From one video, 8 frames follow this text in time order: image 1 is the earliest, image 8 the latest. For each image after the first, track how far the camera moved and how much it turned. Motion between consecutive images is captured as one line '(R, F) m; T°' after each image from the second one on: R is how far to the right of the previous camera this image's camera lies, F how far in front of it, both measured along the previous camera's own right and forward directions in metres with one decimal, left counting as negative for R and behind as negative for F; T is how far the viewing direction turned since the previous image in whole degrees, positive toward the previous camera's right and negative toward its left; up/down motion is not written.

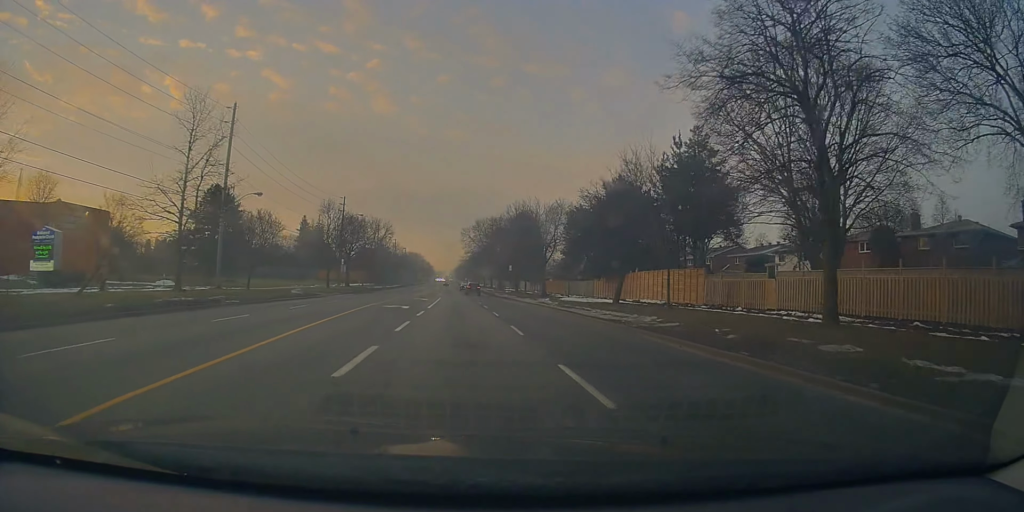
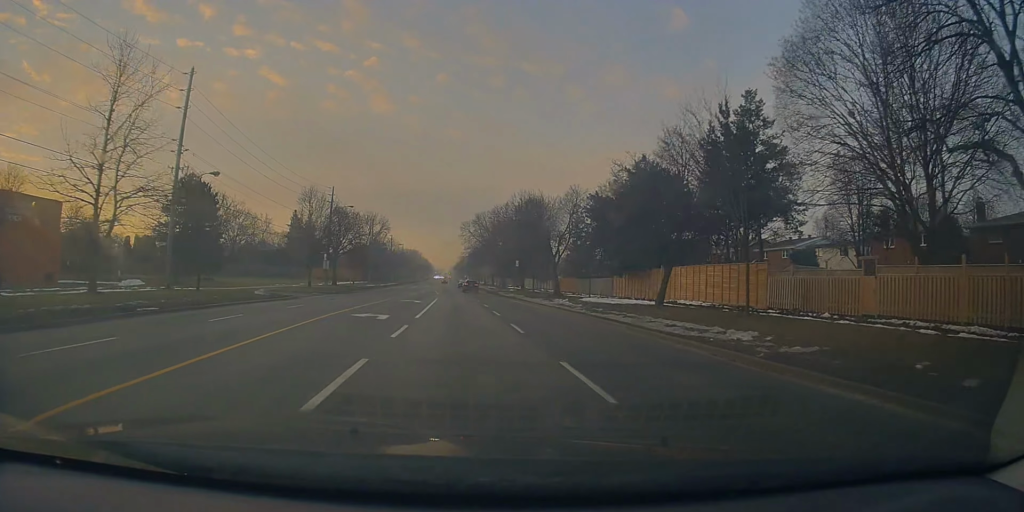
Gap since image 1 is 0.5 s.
(+0.2, +8.1) m; 0°
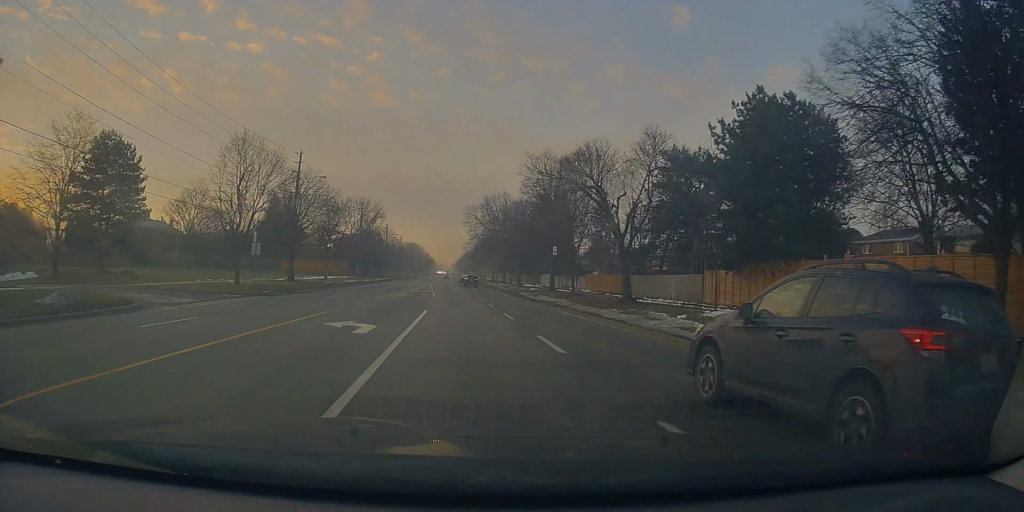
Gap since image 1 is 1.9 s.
(-0.3, +20.4) m; -1°
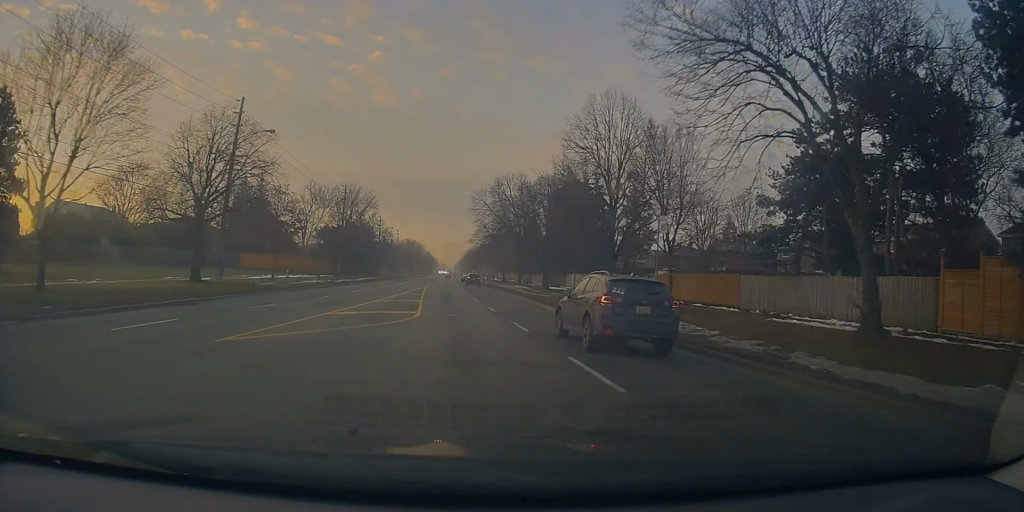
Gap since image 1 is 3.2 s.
(+0.1, +20.4) m; 0°
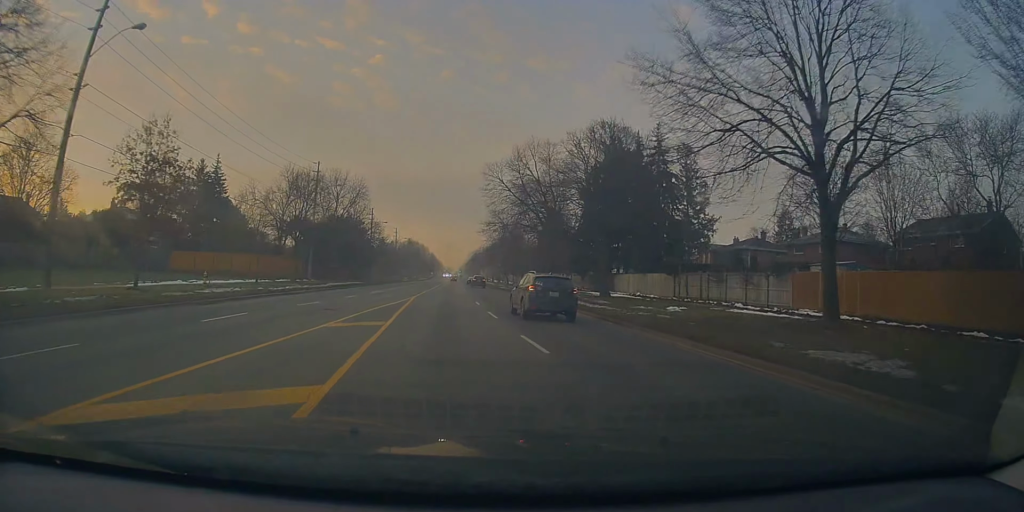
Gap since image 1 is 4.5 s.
(+0.4, +21.6) m; 0°
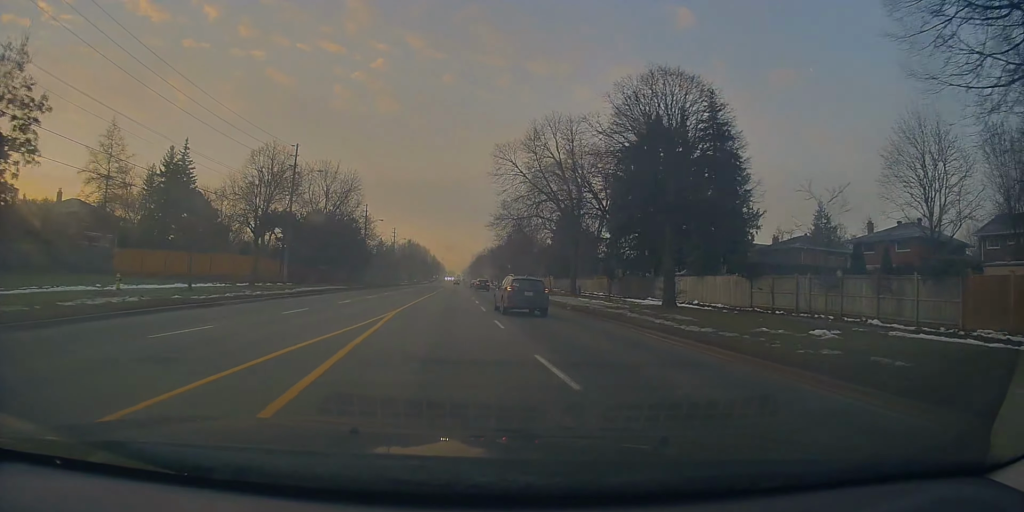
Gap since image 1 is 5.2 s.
(-0.1, +11.3) m; -1°
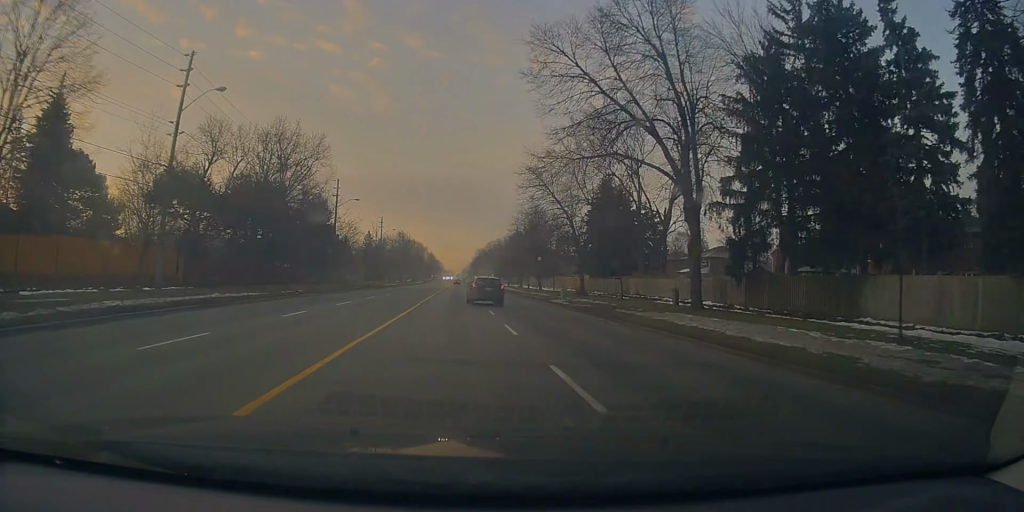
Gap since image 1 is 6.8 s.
(-0.2, +26.4) m; -1°
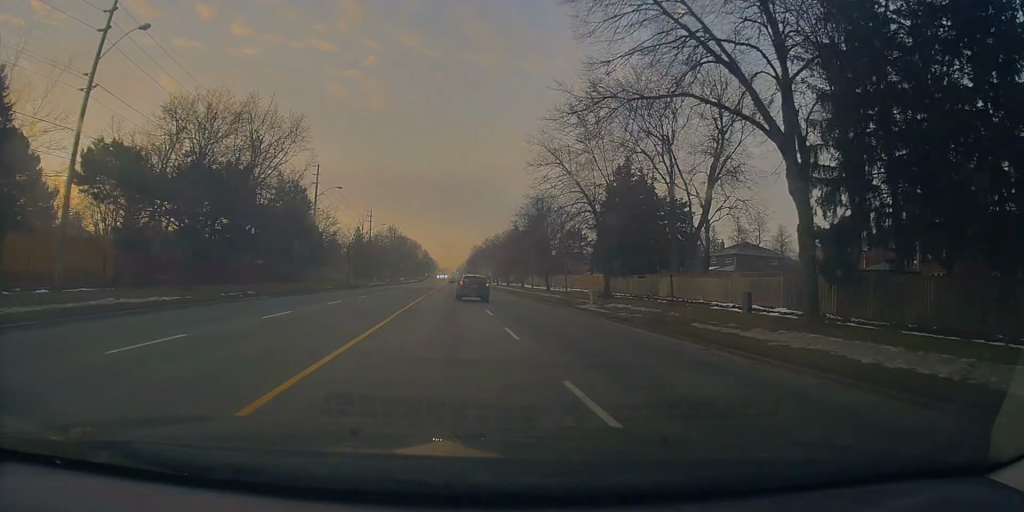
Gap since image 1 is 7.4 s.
(-0.2, +9.4) m; +1°
